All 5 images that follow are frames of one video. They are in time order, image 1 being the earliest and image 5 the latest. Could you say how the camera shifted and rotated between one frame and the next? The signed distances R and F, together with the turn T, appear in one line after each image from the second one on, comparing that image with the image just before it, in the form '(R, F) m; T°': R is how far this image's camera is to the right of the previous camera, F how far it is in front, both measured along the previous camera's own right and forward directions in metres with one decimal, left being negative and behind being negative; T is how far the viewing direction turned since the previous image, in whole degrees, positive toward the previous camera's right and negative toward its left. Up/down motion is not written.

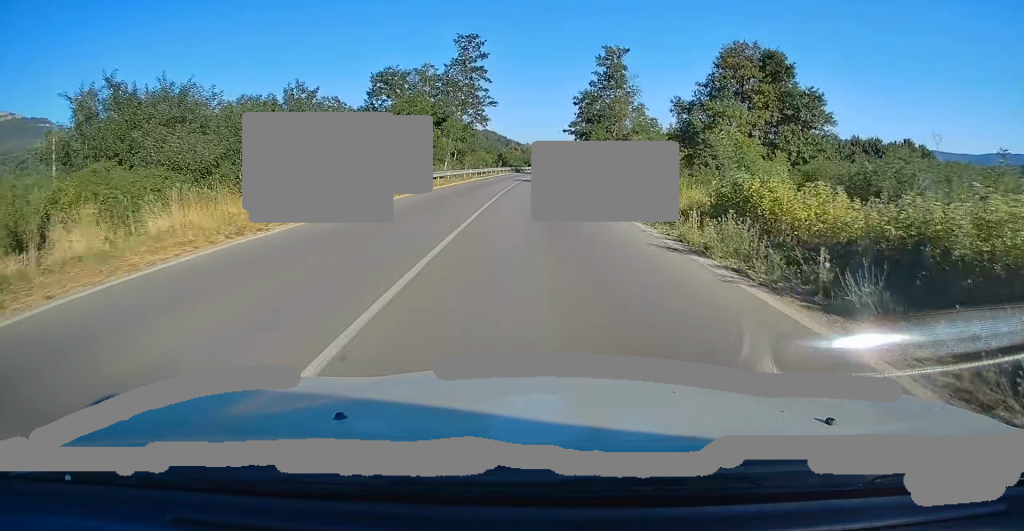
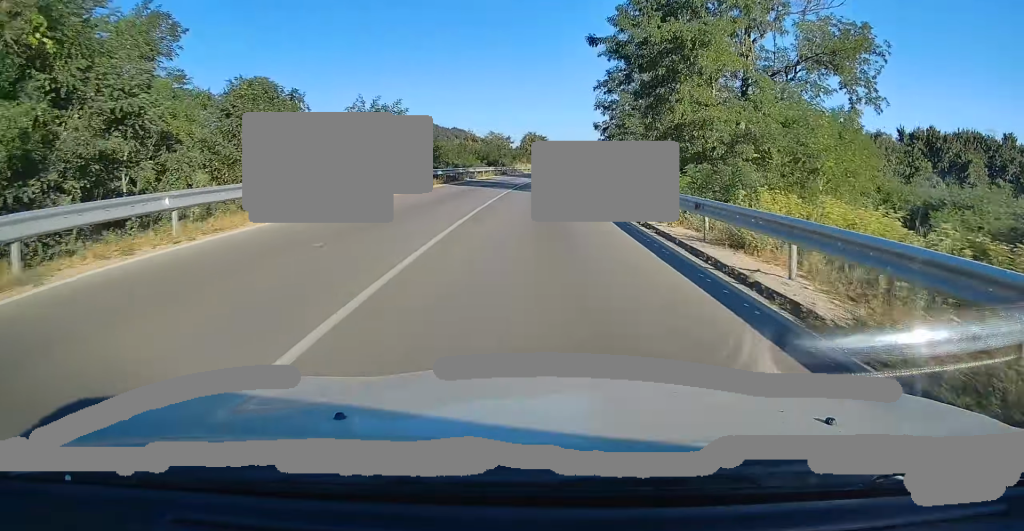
(+0.6, +56.2) m; +2°
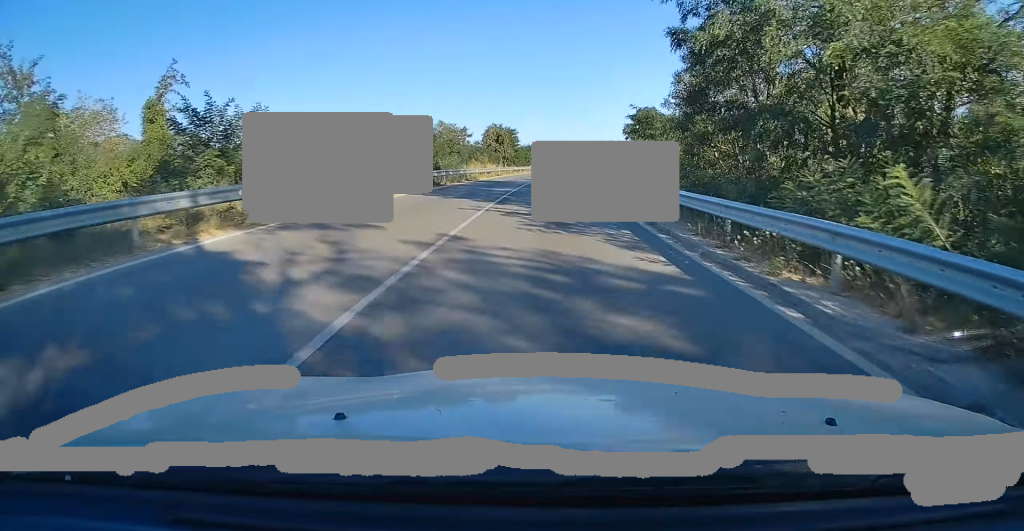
(+0.8, +32.9) m; +2°
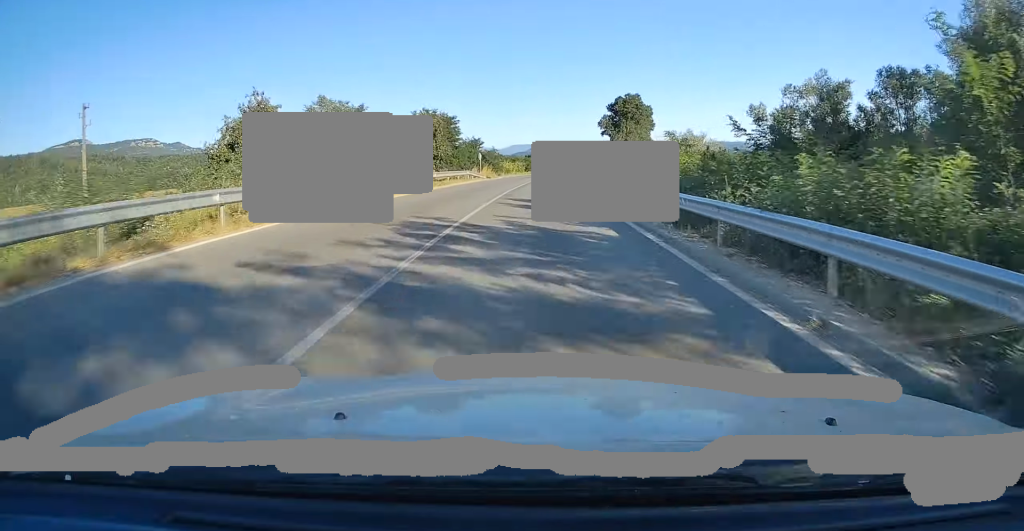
(+0.5, +35.9) m; +3°
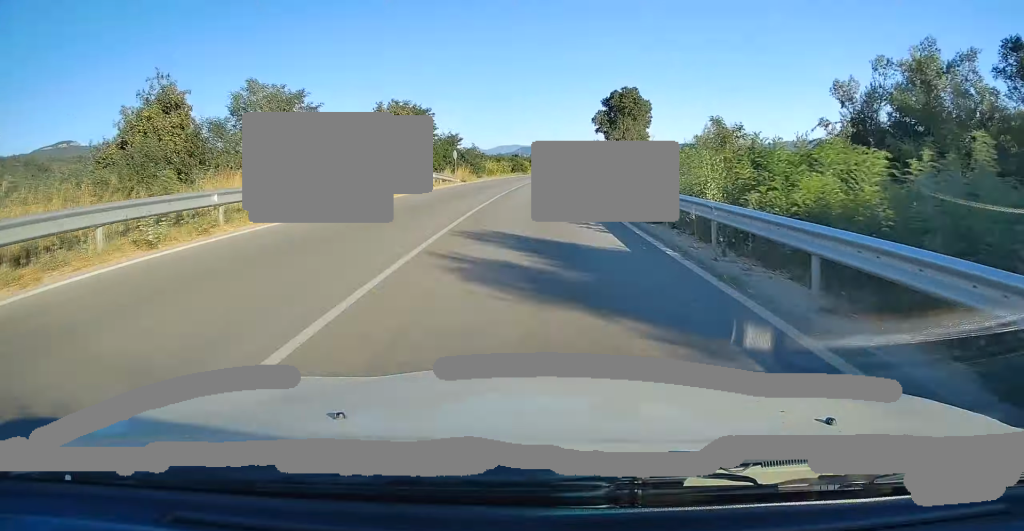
(+0.3, +11.8) m; +2°
